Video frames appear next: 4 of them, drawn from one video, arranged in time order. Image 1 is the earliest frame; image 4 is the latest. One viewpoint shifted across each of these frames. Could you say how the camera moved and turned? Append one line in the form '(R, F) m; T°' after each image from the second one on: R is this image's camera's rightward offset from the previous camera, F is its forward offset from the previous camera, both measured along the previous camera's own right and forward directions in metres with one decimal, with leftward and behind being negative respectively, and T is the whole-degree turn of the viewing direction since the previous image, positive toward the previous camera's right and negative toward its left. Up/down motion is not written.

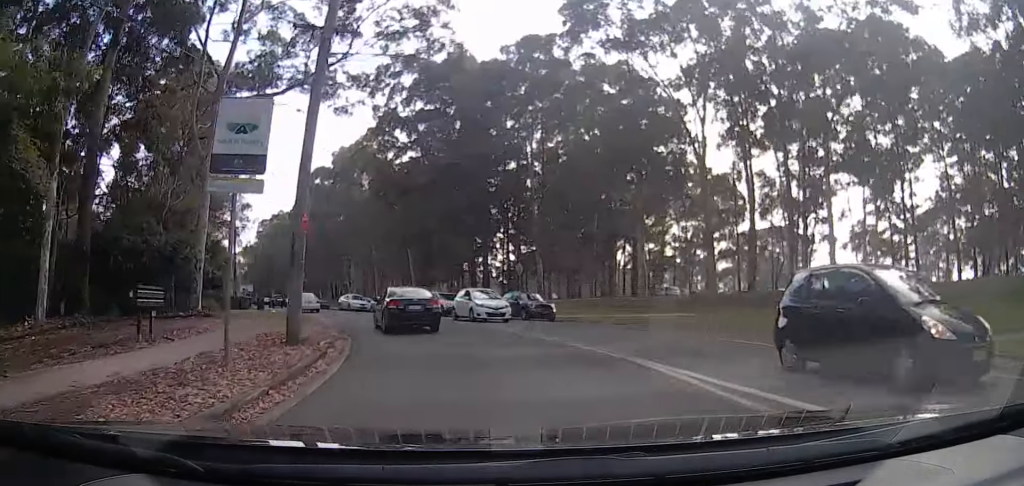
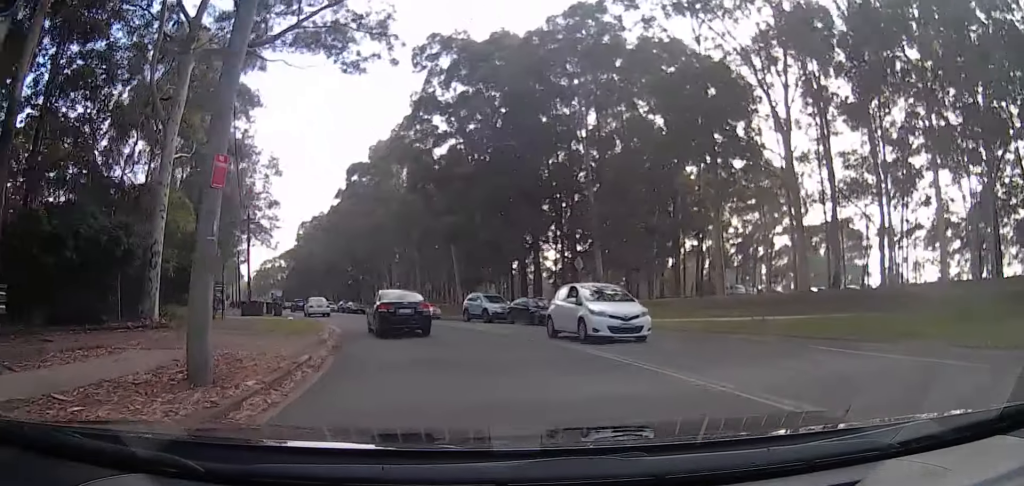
(-0.5, +6.8) m; -3°
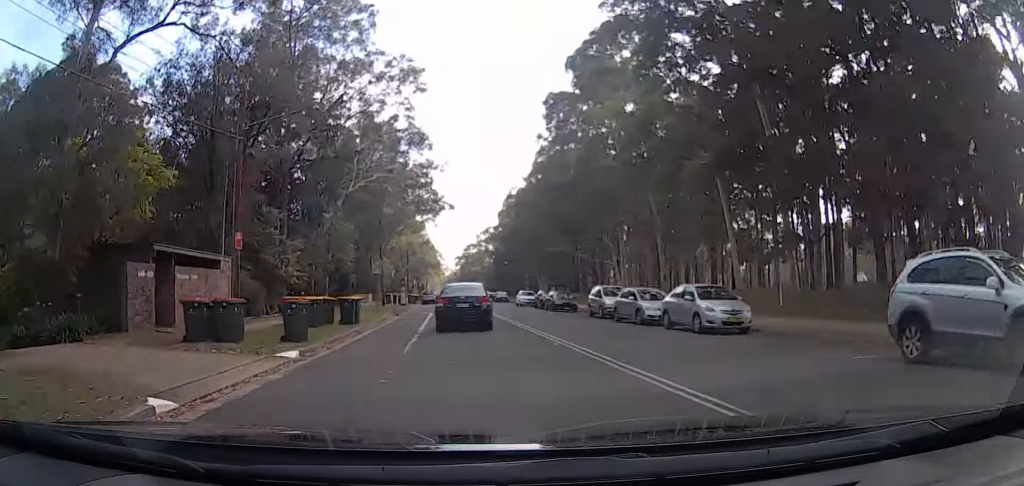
(-4.9, +31.4) m; -19°
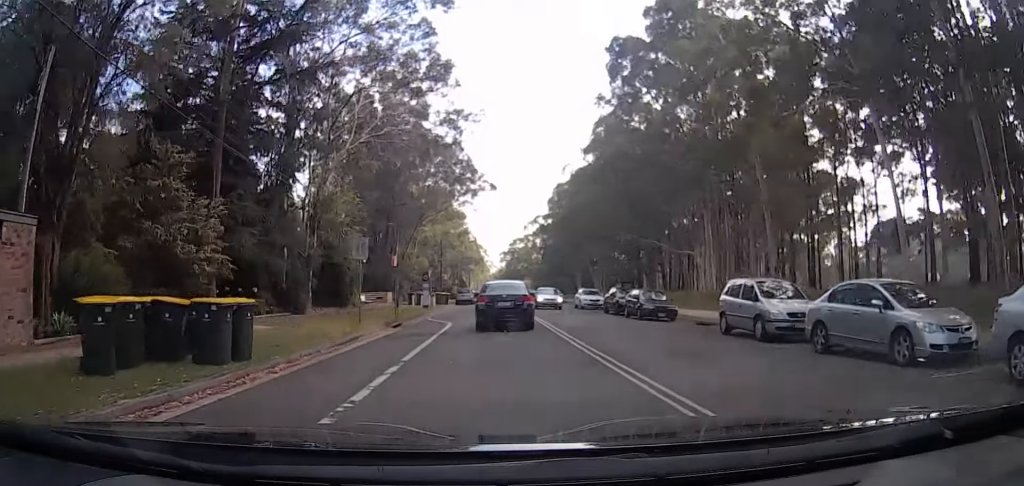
(-0.7, +14.8) m; -7°
